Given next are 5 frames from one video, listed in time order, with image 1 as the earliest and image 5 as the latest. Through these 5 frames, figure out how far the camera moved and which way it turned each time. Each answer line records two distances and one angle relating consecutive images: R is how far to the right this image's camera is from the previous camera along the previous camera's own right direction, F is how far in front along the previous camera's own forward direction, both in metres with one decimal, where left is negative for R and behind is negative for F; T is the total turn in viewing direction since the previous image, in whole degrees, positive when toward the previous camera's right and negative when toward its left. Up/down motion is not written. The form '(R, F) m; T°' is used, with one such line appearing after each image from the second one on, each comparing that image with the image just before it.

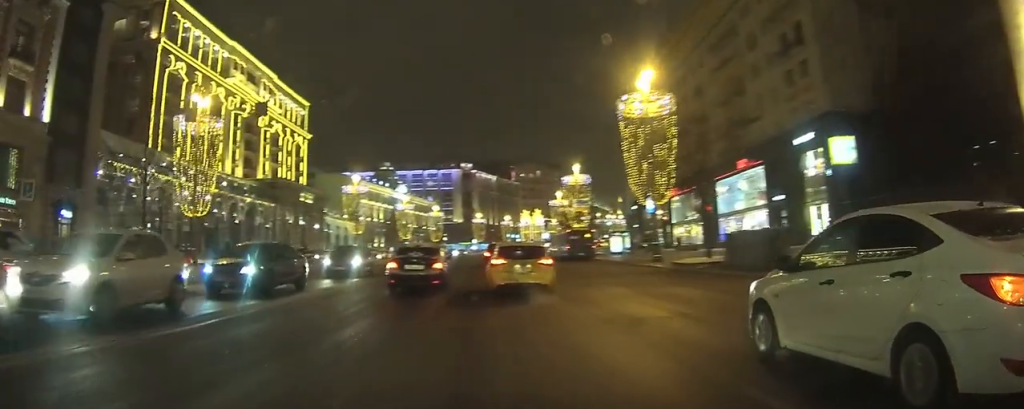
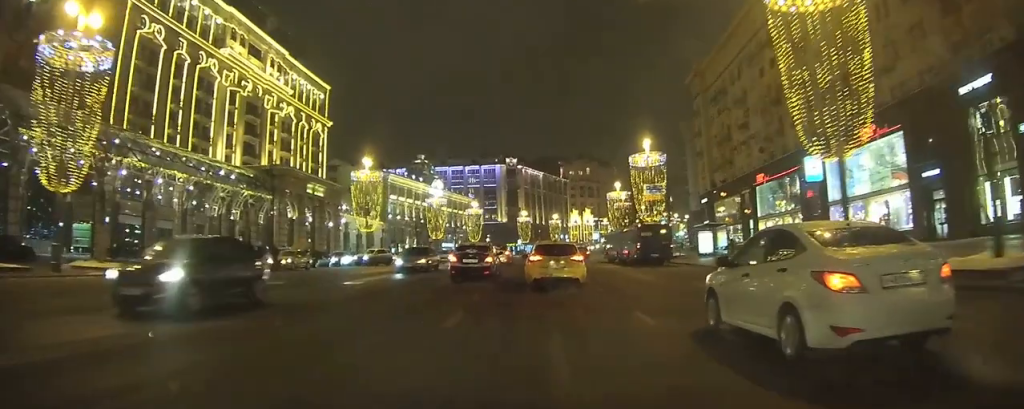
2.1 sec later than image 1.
(-2.9, +20.6) m; -11°
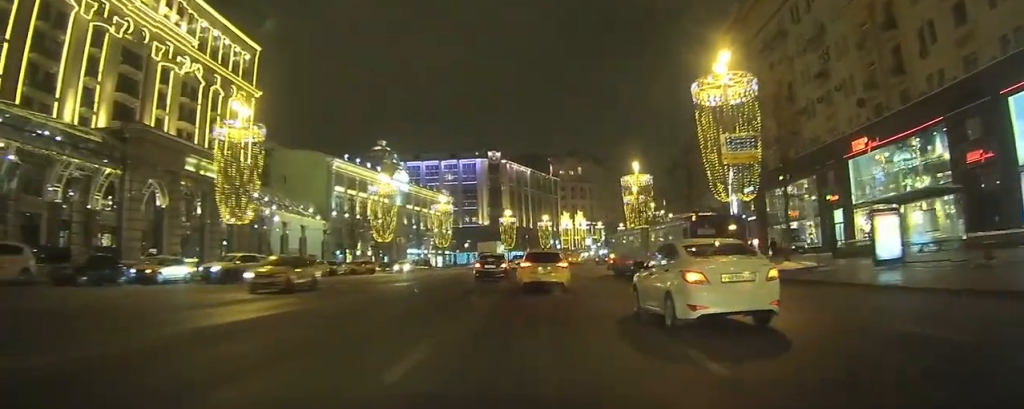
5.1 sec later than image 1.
(+0.4, +26.8) m; +2°
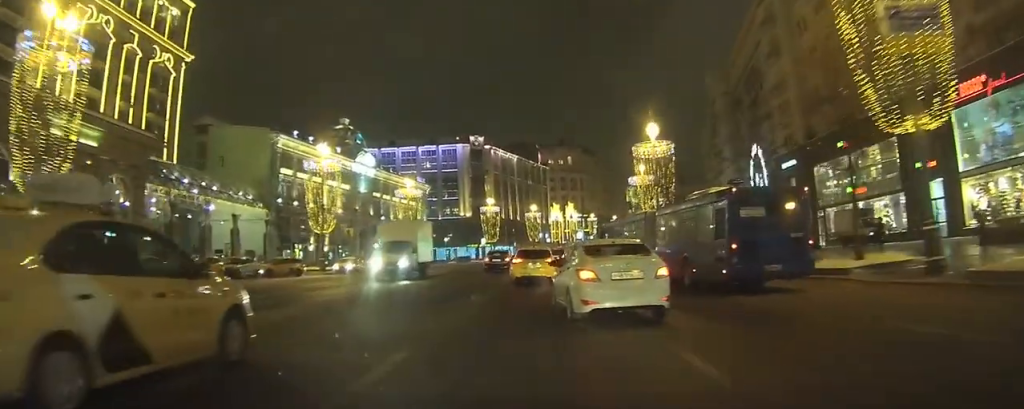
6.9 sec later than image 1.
(+0.1, +16.1) m; +1°
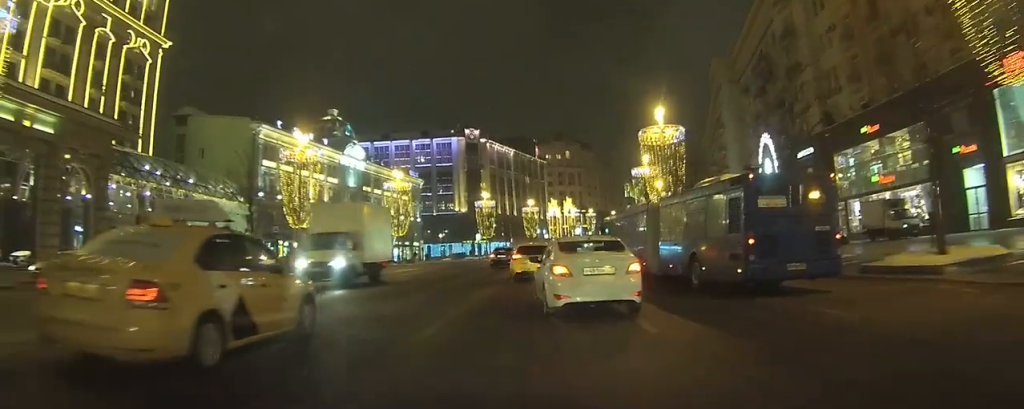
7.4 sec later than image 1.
(0.0, +4.7) m; 0°
